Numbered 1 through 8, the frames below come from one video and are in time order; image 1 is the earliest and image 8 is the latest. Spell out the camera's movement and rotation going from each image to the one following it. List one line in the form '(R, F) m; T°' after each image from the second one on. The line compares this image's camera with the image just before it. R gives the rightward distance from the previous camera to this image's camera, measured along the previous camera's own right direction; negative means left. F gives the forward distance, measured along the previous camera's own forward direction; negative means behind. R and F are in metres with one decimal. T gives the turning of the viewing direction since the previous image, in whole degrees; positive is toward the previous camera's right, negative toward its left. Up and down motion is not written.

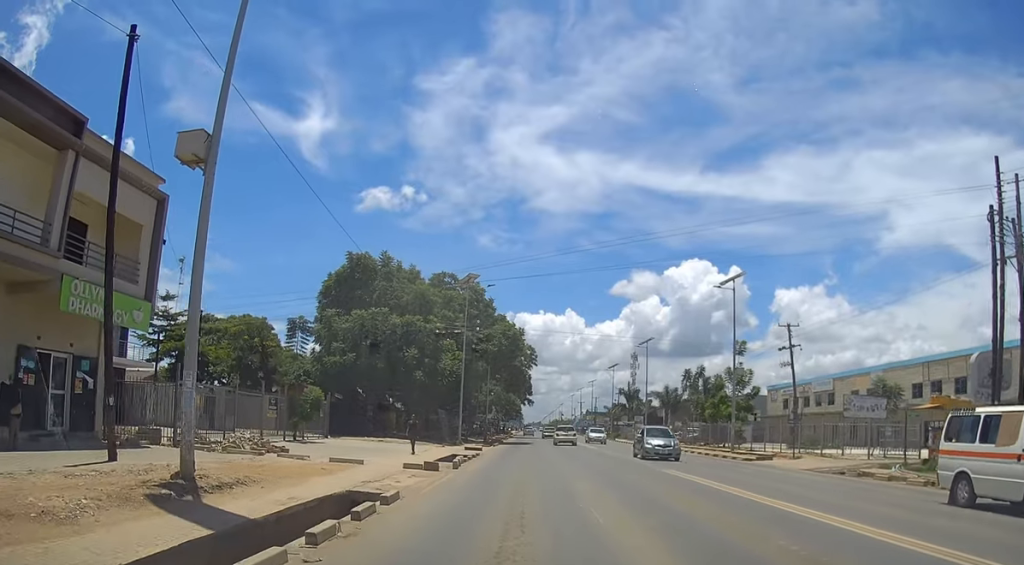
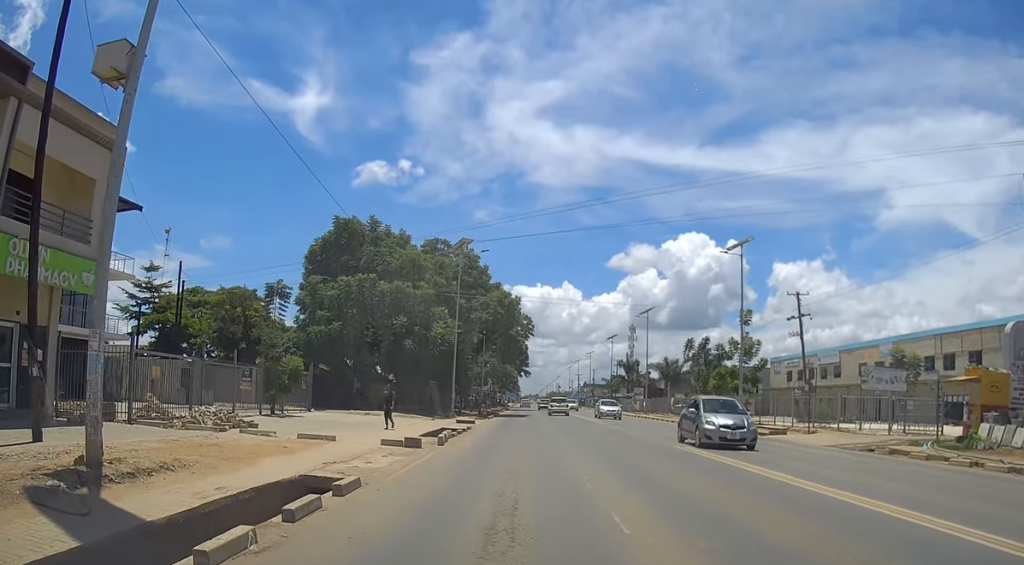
(0.0, +2.8) m; 0°
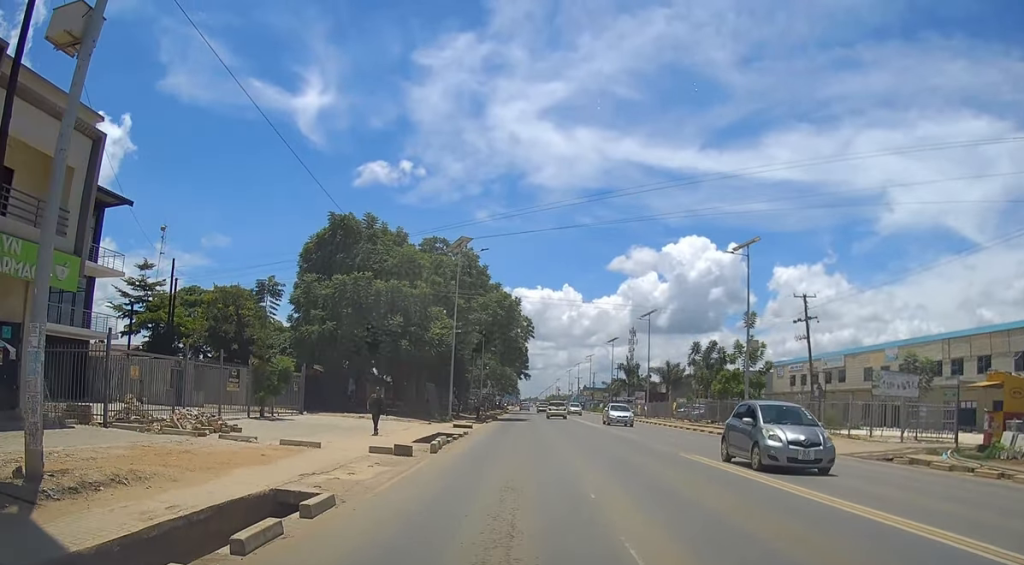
(0.0, +1.5) m; 0°
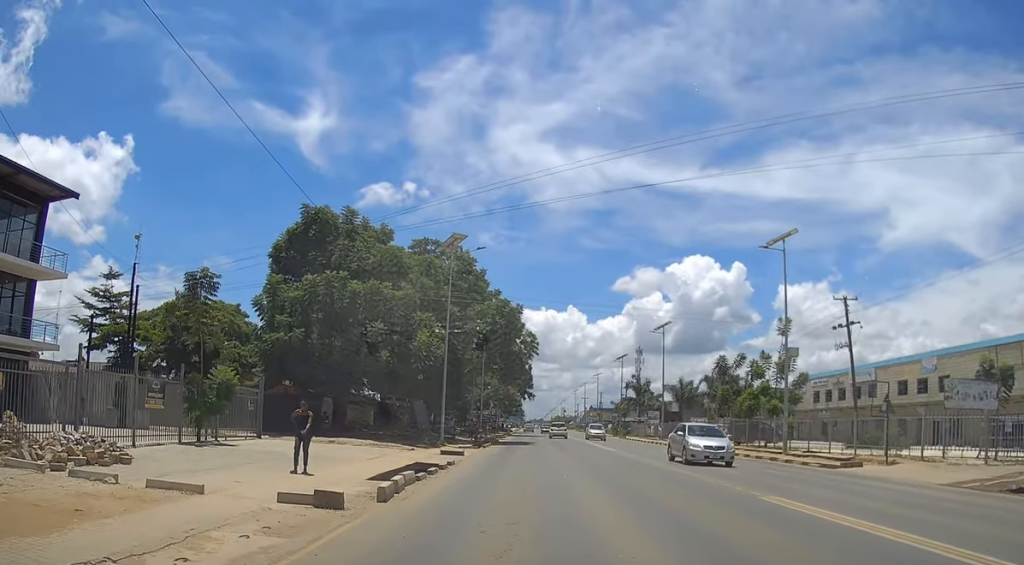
(0.0, +5.8) m; +1°
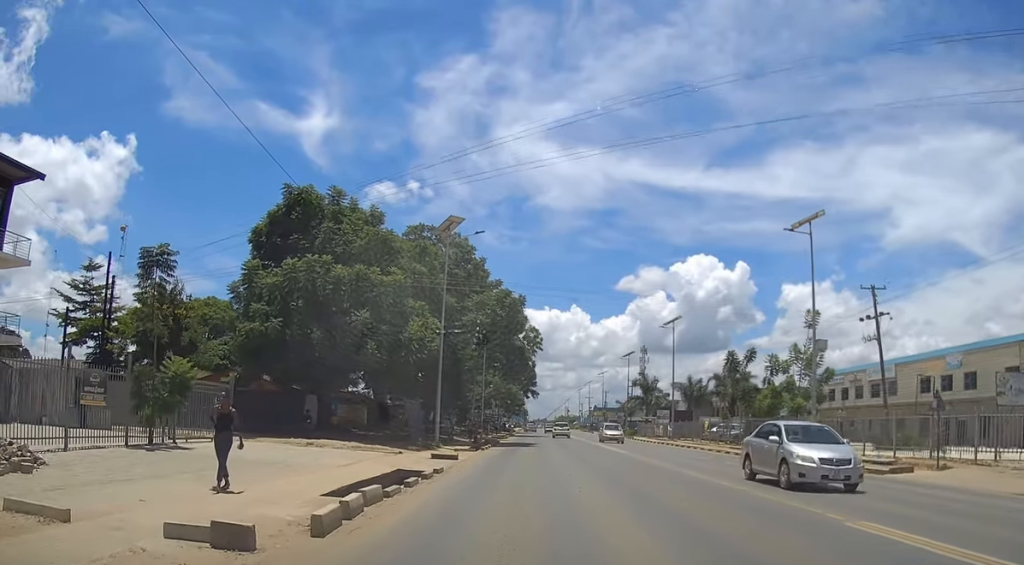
(0.0, +3.2) m; 0°
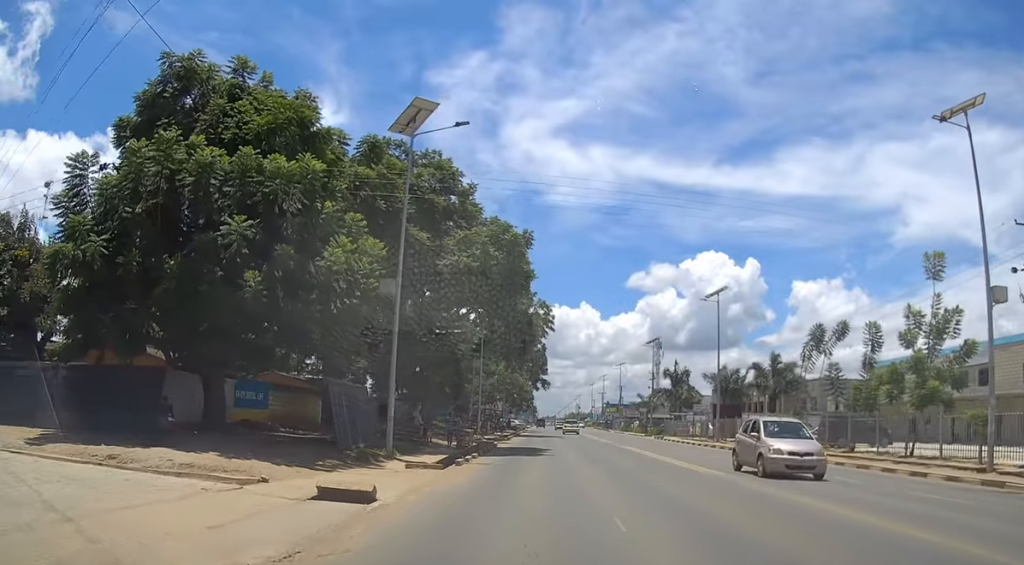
(-0.3, +13.9) m; -1°
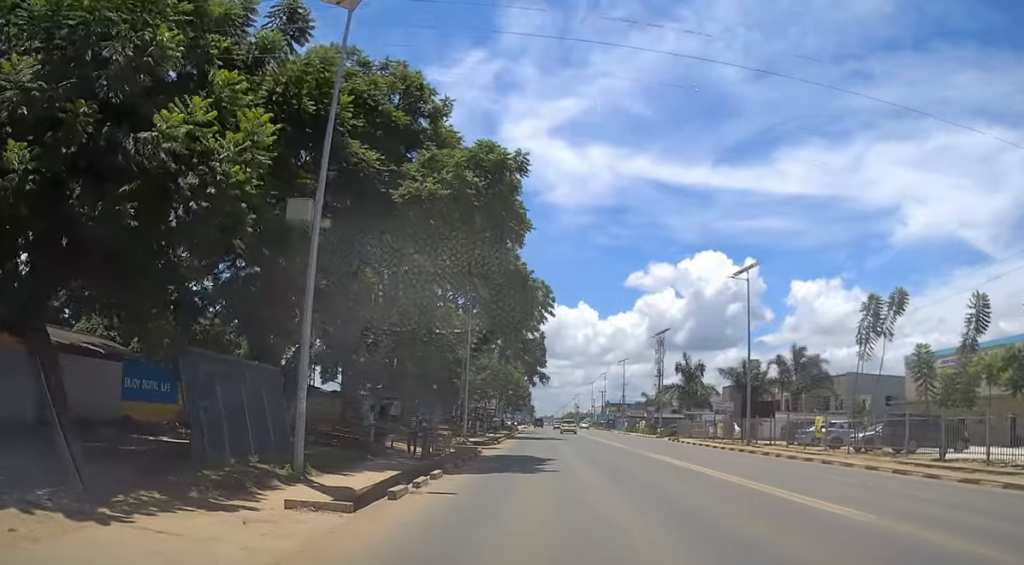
(+0.1, +8.9) m; +1°
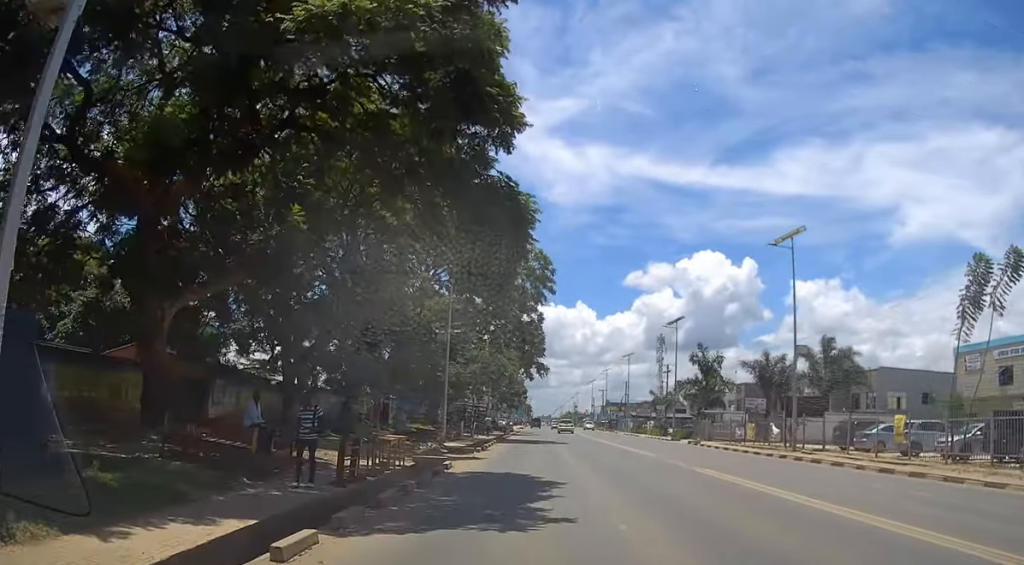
(0.0, +9.3) m; 0°
